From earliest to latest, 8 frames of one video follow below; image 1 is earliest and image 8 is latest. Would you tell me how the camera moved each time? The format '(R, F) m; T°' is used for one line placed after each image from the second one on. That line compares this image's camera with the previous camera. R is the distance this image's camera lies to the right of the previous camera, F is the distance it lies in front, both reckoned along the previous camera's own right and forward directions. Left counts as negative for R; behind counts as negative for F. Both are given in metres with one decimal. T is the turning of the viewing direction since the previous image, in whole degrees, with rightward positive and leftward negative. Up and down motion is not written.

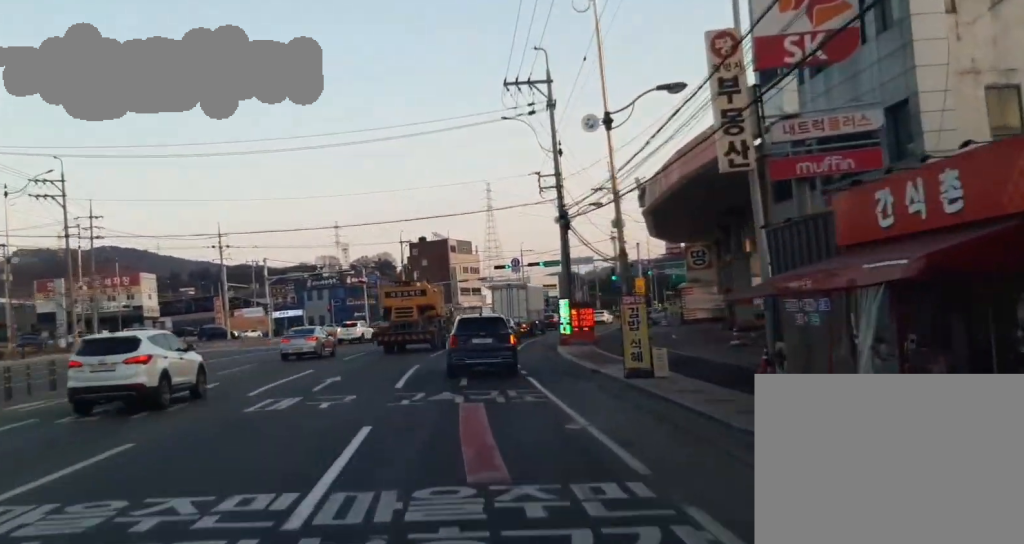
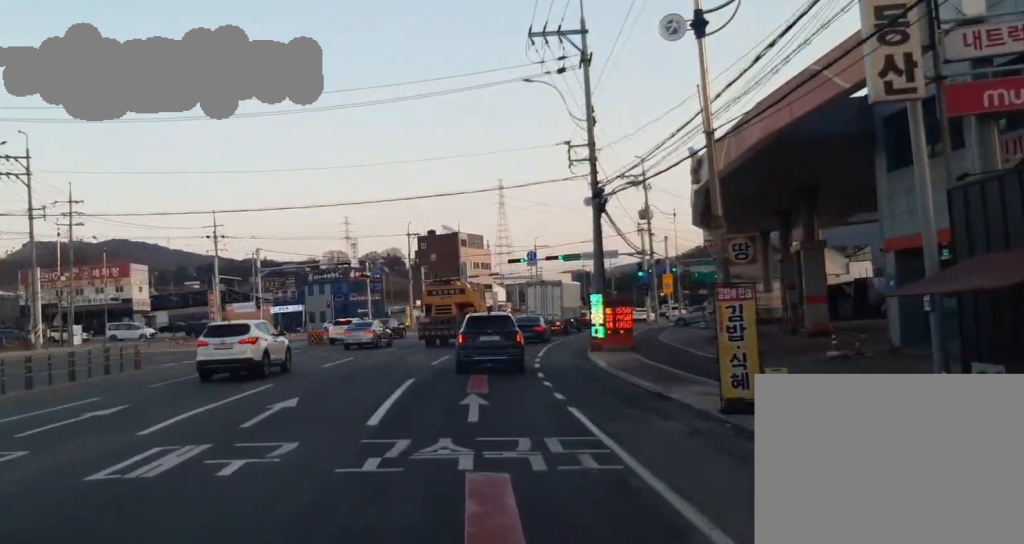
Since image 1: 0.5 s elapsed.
(0.0, +8.5) m; 0°
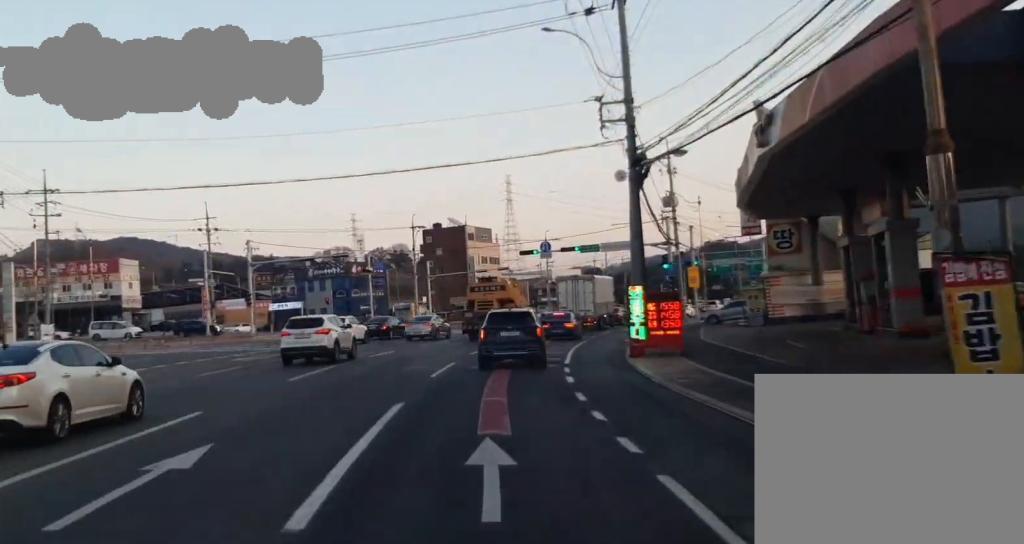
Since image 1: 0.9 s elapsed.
(0.0, +6.5) m; 0°
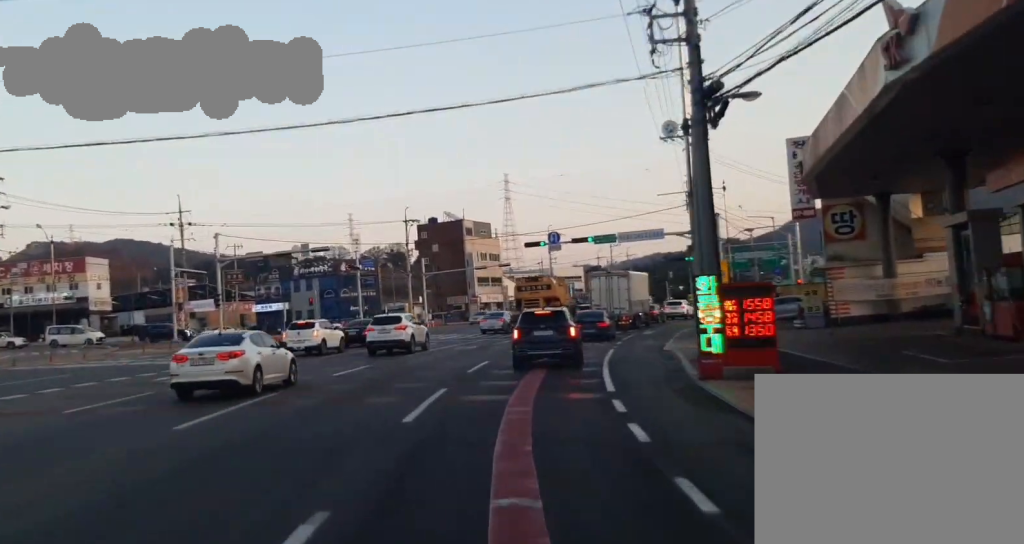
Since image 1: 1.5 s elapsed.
(0.0, +9.3) m; 0°
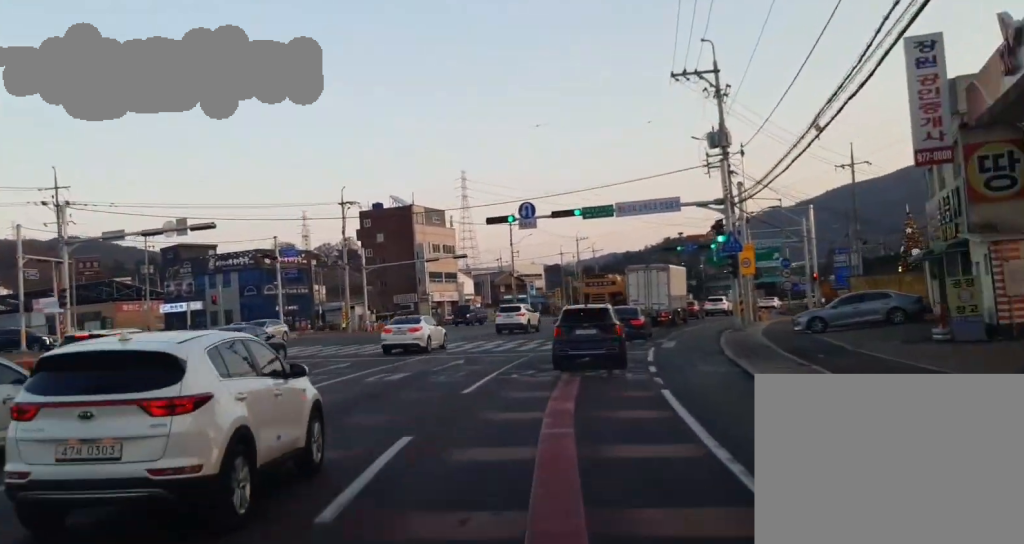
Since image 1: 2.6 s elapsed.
(+0.1, +18.9) m; 0°
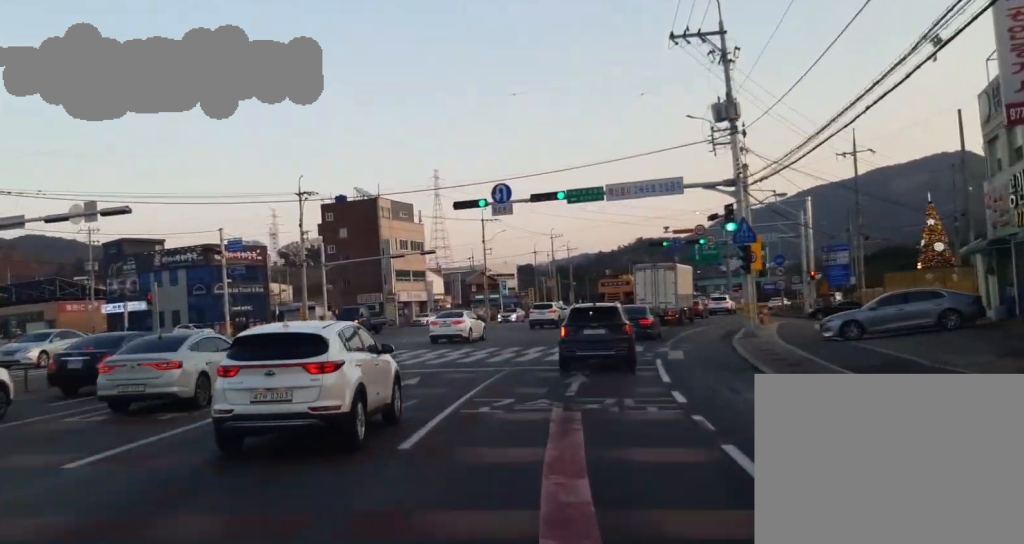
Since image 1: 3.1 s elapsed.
(0.0, +7.8) m; +2°
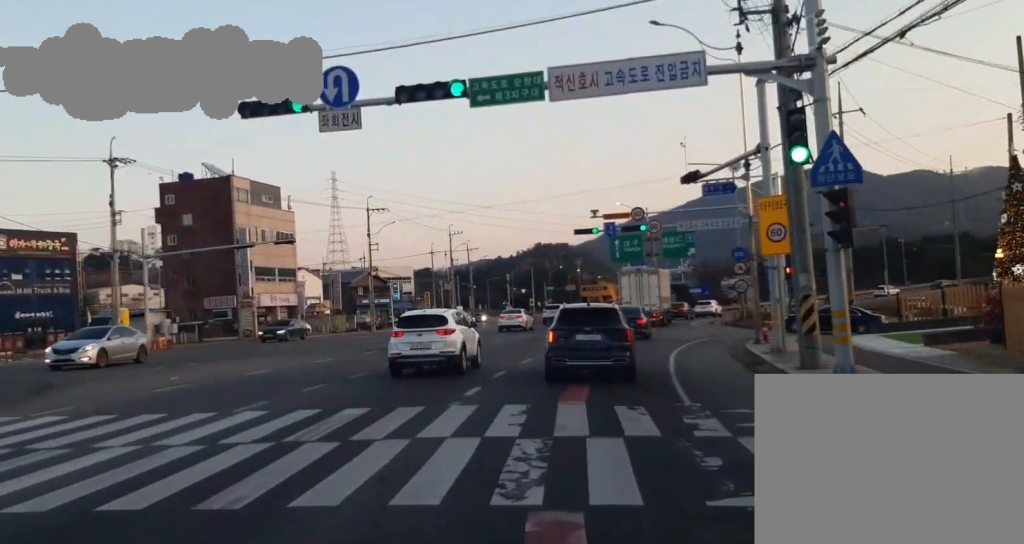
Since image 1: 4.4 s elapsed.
(+1.2, +21.1) m; +6°
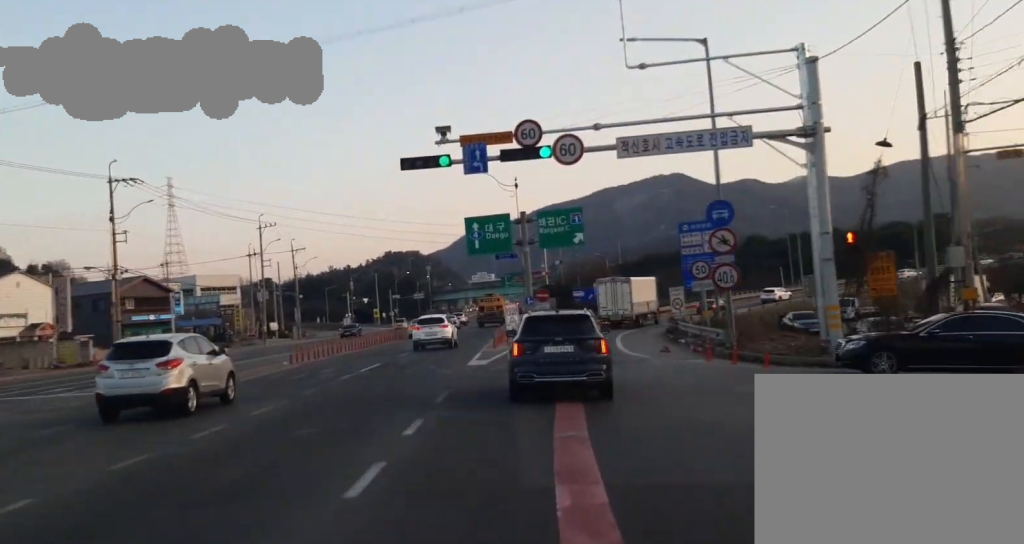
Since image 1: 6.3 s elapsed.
(+1.4, +31.8) m; +6°
